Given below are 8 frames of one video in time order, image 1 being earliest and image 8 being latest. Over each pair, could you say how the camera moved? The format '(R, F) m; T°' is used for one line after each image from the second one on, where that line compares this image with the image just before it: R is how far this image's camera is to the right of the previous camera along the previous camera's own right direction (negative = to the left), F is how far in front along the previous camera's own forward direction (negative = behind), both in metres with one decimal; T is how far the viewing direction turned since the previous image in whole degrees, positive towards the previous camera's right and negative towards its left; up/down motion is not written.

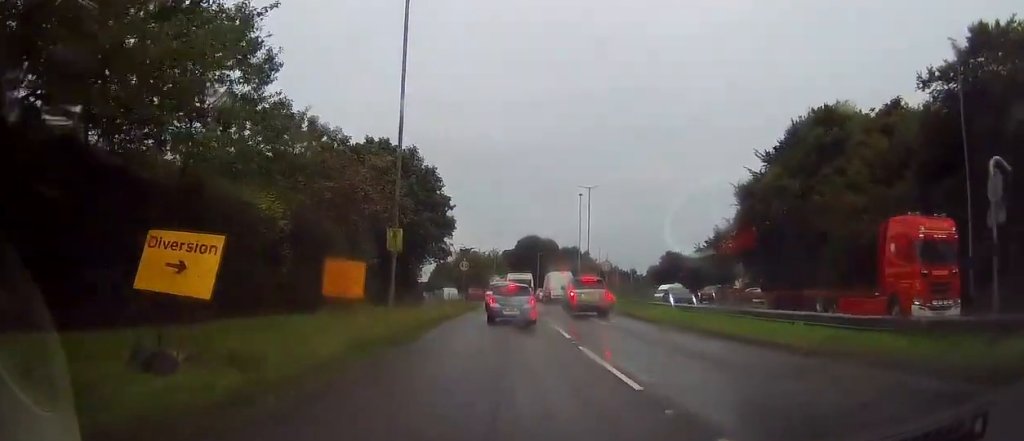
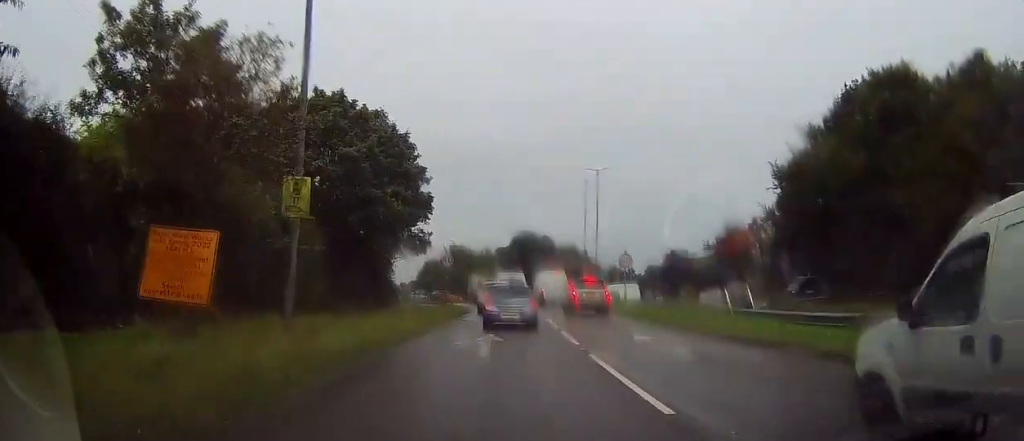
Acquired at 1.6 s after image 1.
(+0.6, +11.0) m; +1°
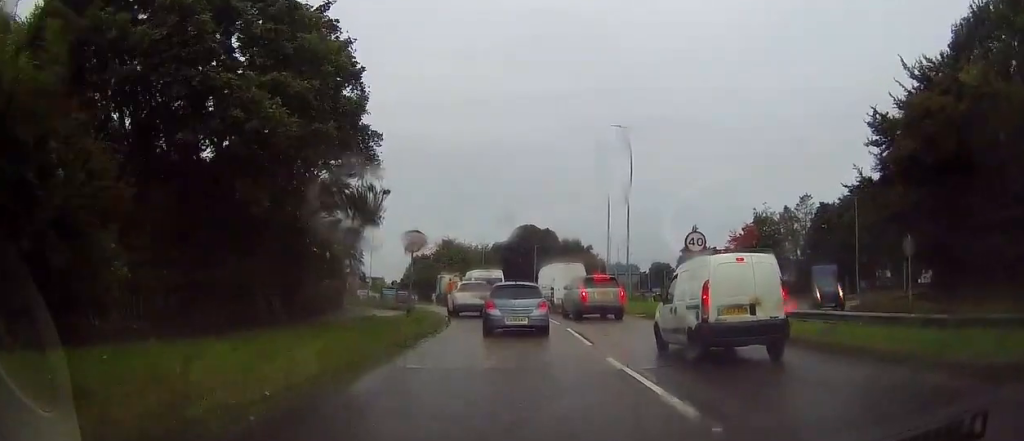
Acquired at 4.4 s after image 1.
(+0.4, +16.3) m; +3°
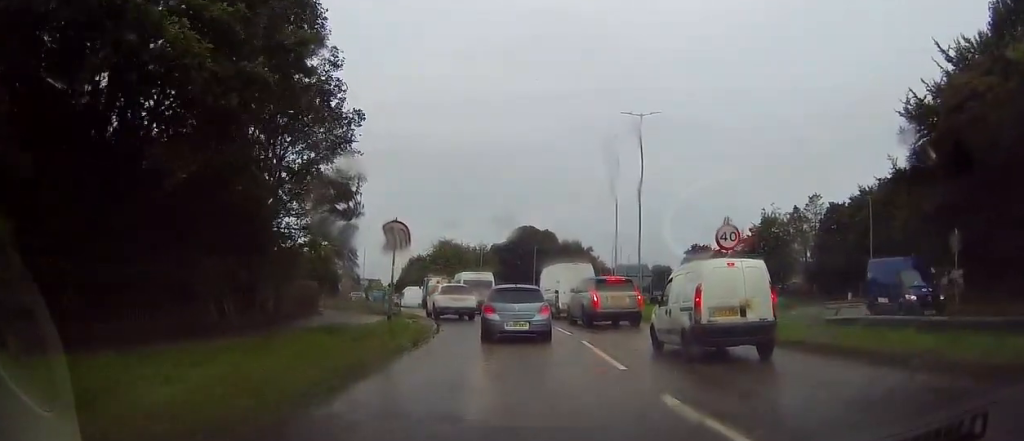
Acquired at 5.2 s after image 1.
(+0.1, +4.3) m; 0°
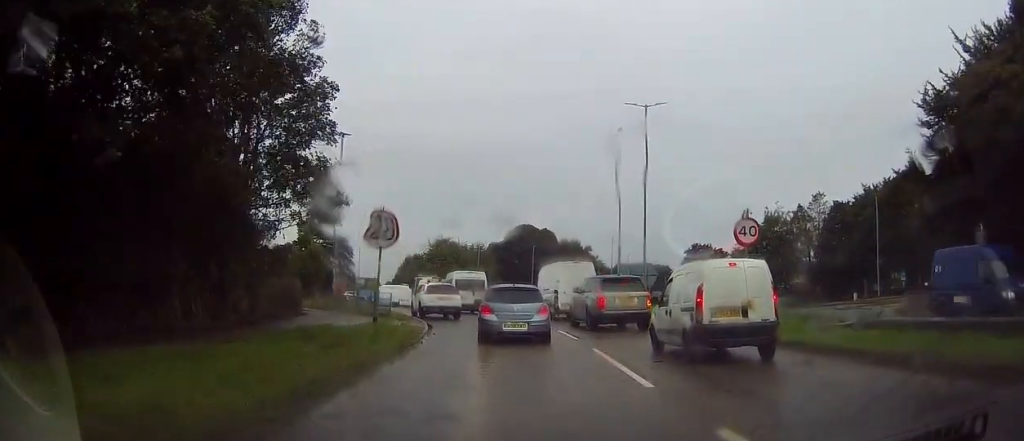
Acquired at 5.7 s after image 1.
(-0.1, +2.1) m; -1°
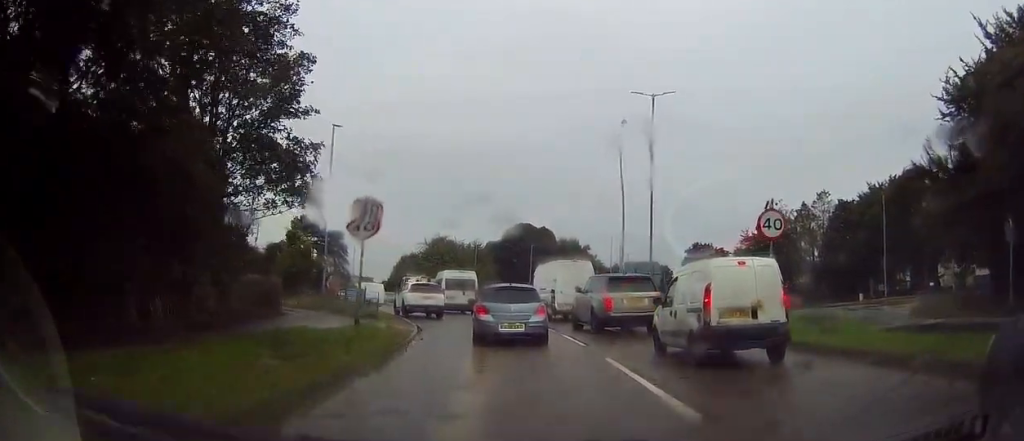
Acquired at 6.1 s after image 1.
(0.0, +2.2) m; -1°
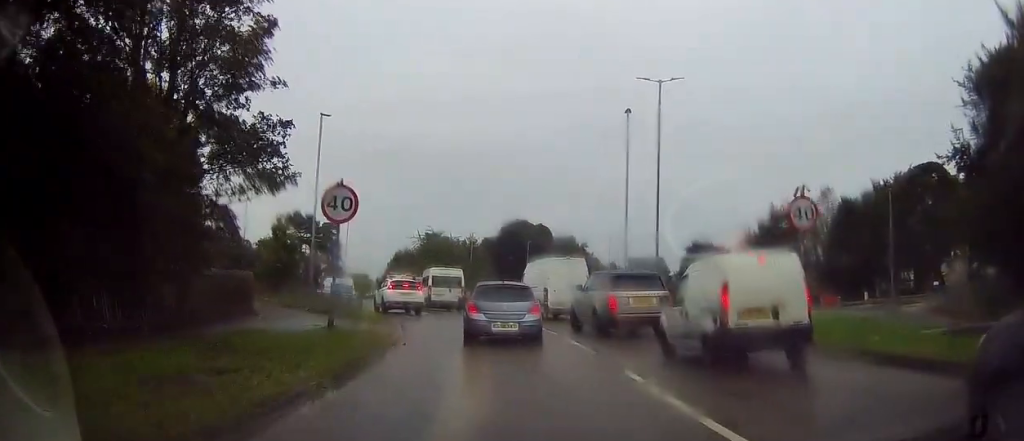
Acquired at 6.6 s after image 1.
(0.0, +2.3) m; -1°
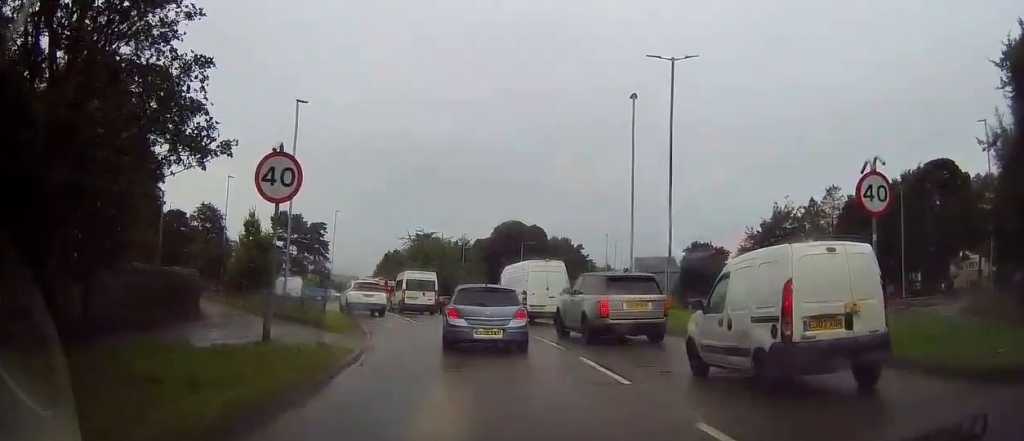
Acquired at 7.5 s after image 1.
(-0.1, +3.9) m; +2°
